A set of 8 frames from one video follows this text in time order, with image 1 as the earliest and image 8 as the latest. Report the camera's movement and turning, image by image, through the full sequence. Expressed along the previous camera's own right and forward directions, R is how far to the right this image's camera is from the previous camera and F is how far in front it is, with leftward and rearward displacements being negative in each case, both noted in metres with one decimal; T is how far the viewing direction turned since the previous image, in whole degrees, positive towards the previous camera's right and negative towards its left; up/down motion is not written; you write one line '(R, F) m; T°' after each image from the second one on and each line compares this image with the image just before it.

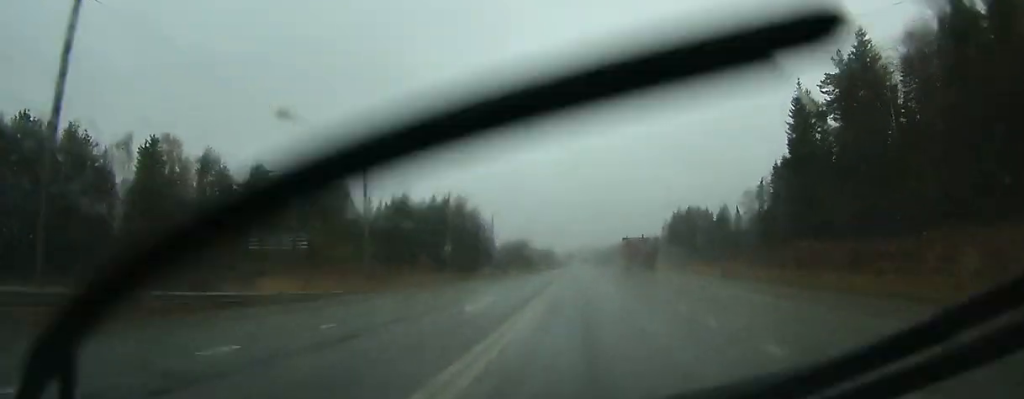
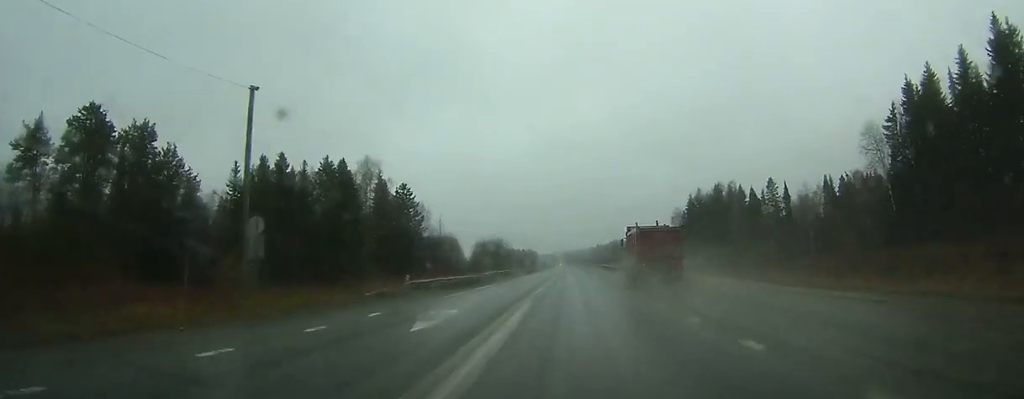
(+0.5, +64.6) m; +1°
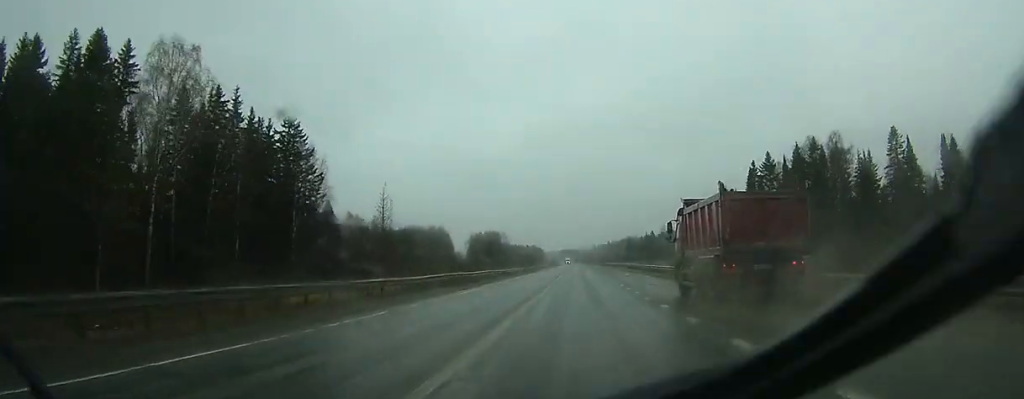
(-0.1, +56.4) m; 0°
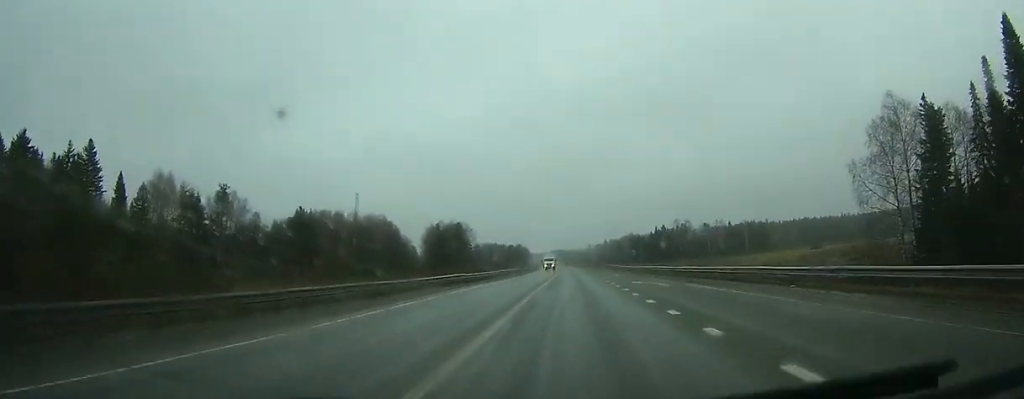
(+0.5, +86.9) m; +1°
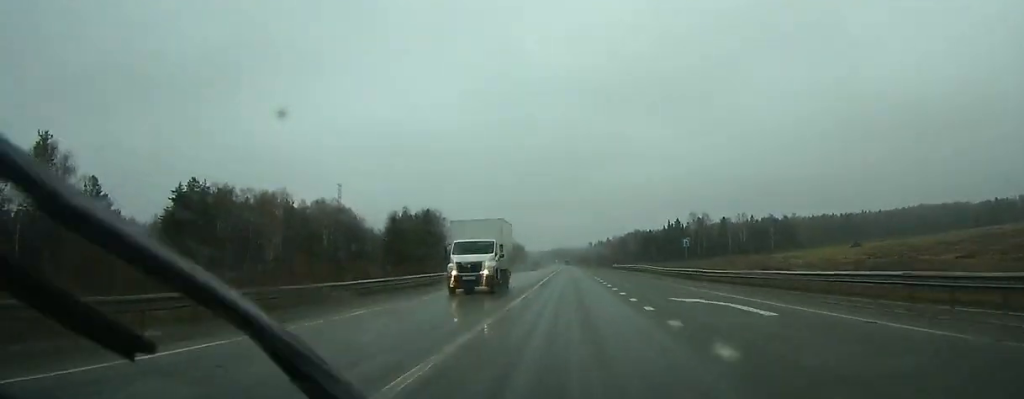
(+0.3, +45.8) m; 0°
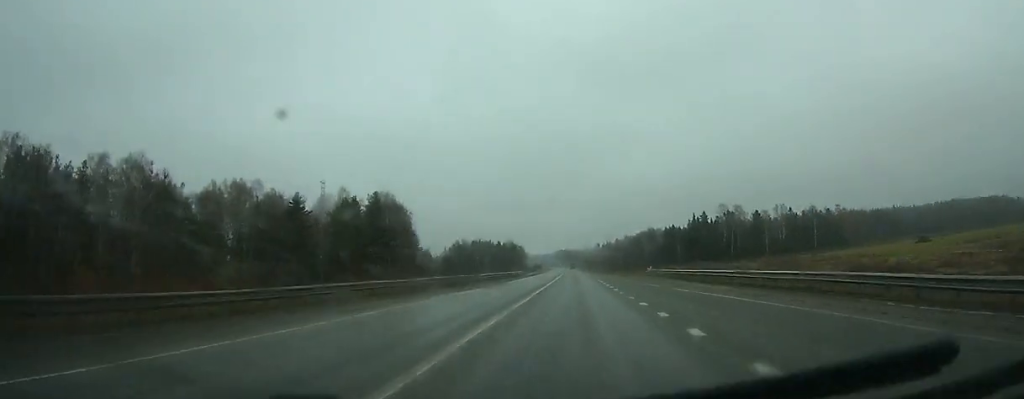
(0.0, +49.5) m; 0°
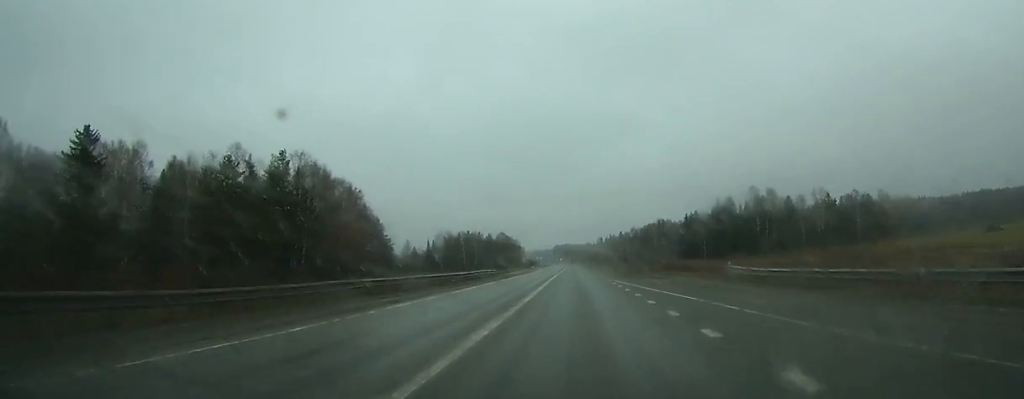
(-0.2, +40.3) m; 0°
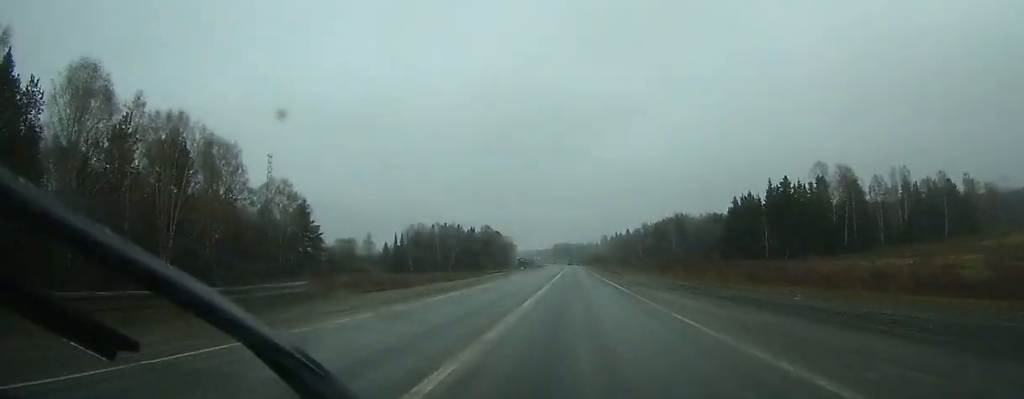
(-0.2, +54.7) m; 0°
